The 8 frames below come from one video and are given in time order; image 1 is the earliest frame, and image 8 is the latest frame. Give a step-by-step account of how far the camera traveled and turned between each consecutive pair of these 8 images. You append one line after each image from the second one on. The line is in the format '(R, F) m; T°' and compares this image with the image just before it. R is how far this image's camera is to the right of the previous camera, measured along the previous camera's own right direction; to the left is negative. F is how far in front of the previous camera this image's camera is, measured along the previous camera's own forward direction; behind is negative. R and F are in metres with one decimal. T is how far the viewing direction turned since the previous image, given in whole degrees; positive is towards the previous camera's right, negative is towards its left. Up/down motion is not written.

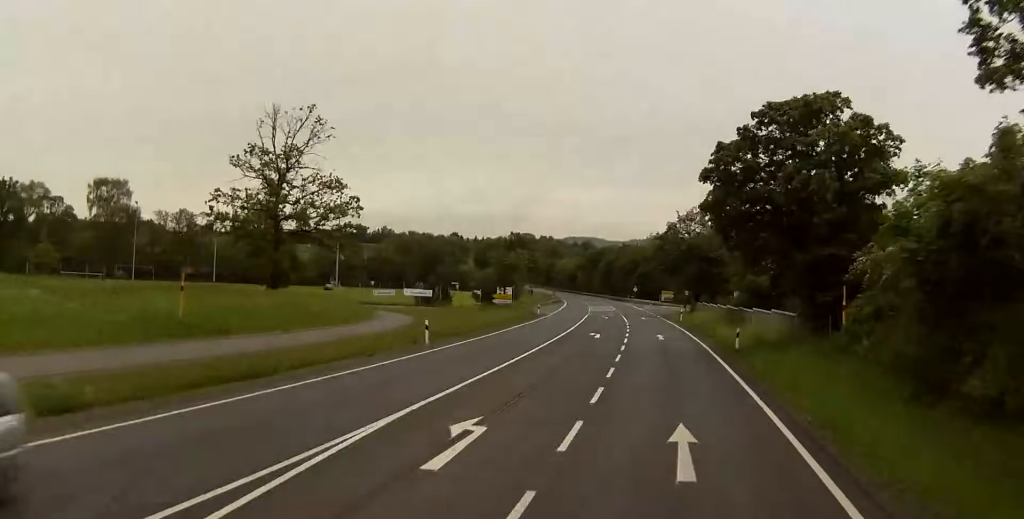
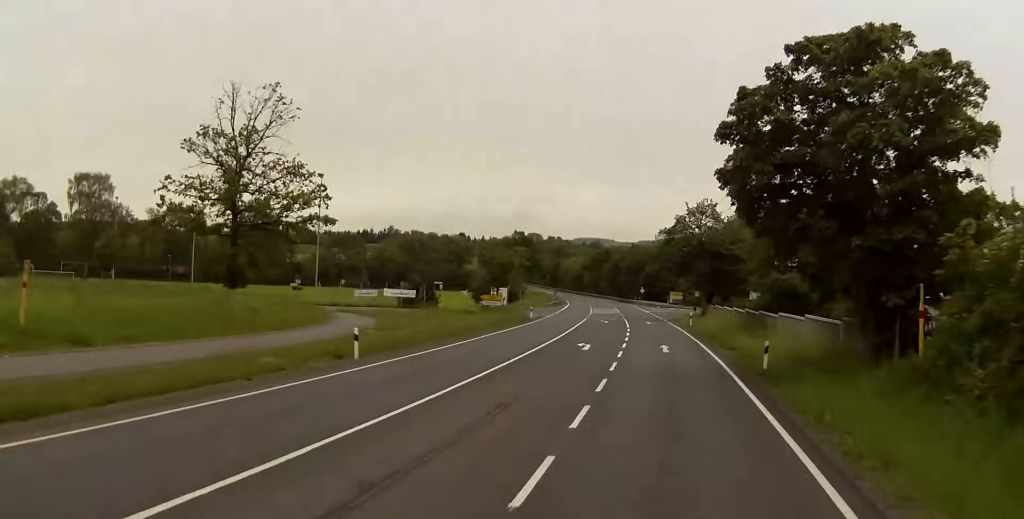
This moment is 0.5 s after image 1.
(-0.2, +9.7) m; -1°
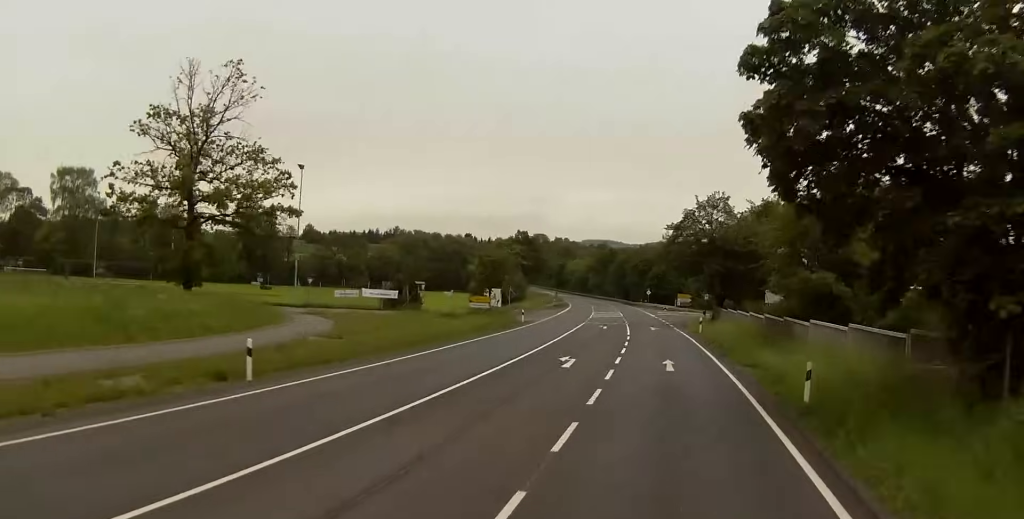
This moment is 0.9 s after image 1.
(0.0, +8.4) m; 0°
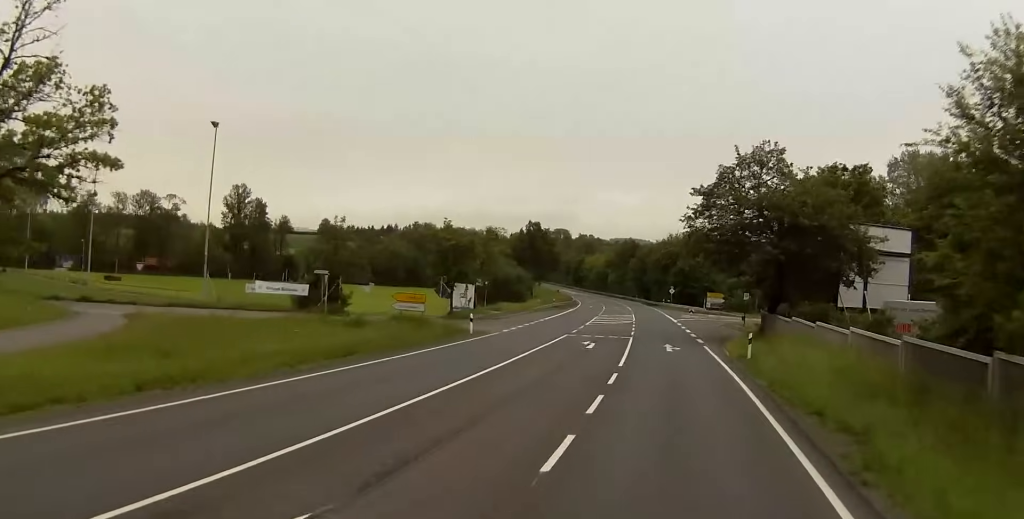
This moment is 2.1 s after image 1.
(-0.2, +25.7) m; -1°
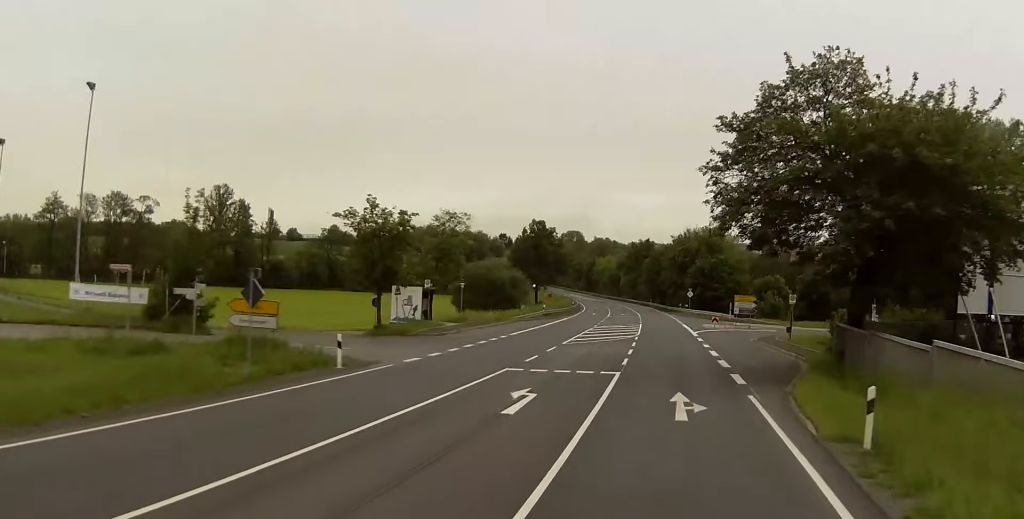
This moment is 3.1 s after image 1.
(-0.2, +20.8) m; -1°
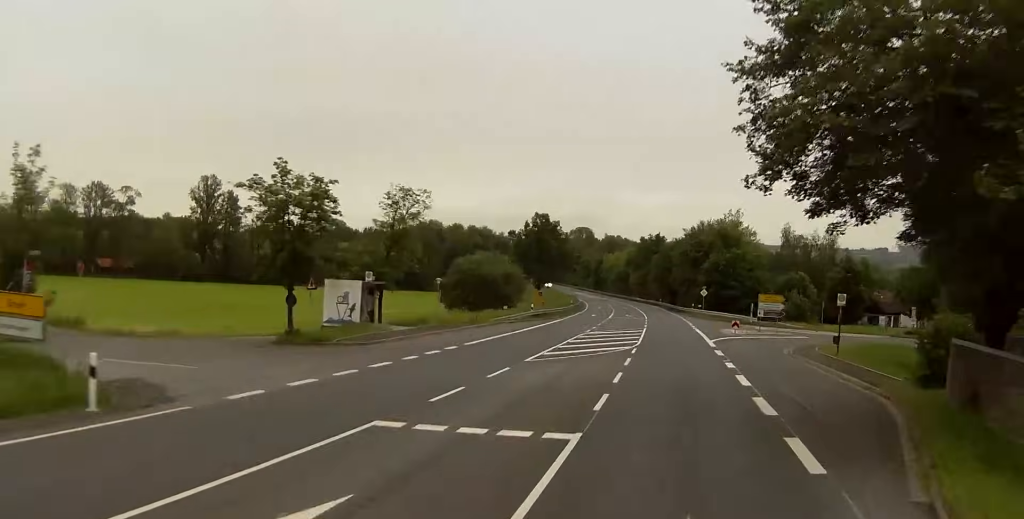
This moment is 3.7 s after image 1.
(0.0, +13.2) m; 0°
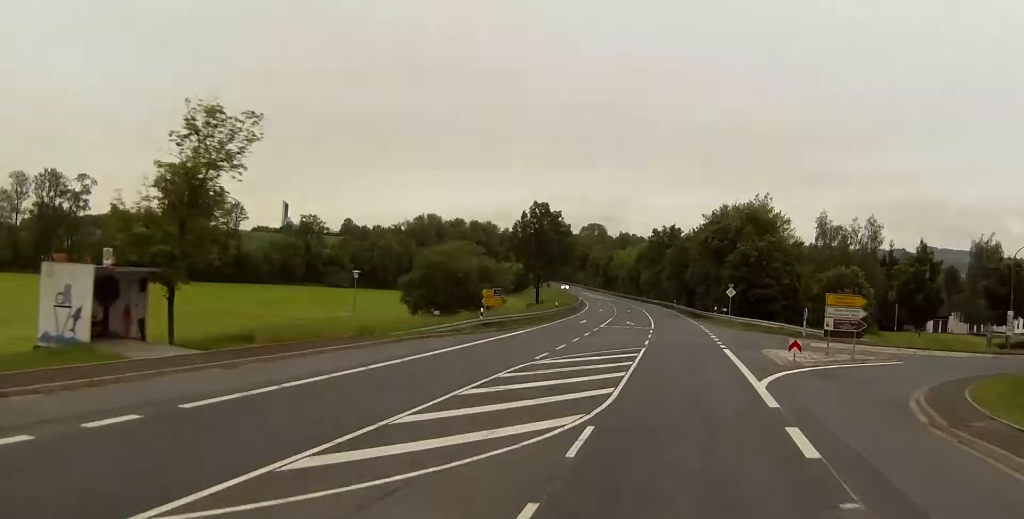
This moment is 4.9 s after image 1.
(-0.2, +23.6) m; -1°
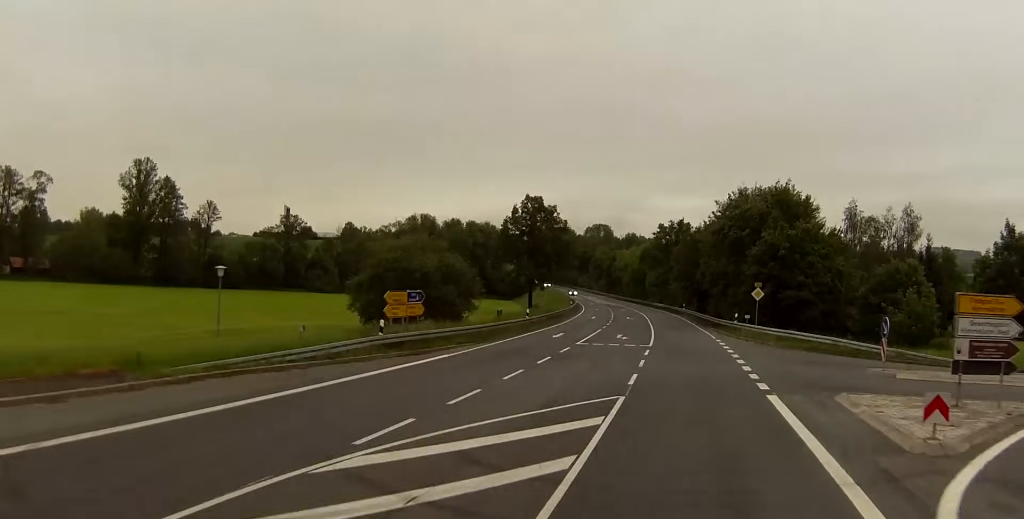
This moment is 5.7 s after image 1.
(-0.3, +18.1) m; -1°
